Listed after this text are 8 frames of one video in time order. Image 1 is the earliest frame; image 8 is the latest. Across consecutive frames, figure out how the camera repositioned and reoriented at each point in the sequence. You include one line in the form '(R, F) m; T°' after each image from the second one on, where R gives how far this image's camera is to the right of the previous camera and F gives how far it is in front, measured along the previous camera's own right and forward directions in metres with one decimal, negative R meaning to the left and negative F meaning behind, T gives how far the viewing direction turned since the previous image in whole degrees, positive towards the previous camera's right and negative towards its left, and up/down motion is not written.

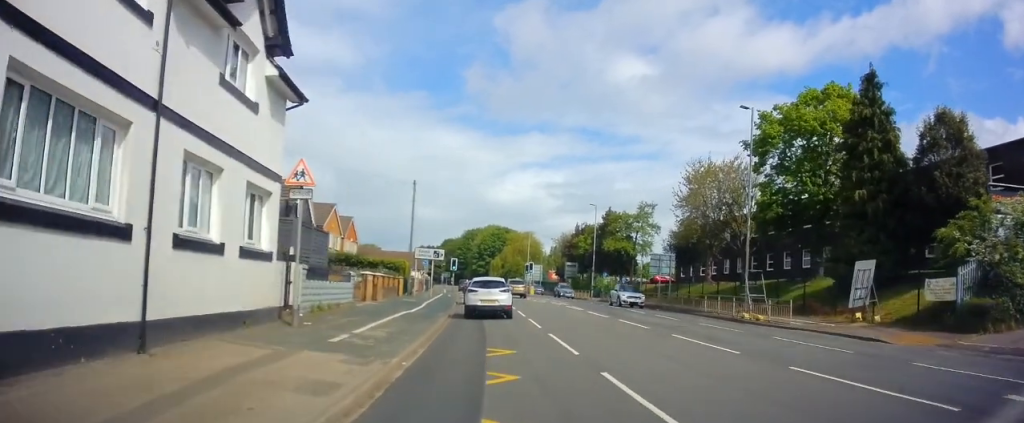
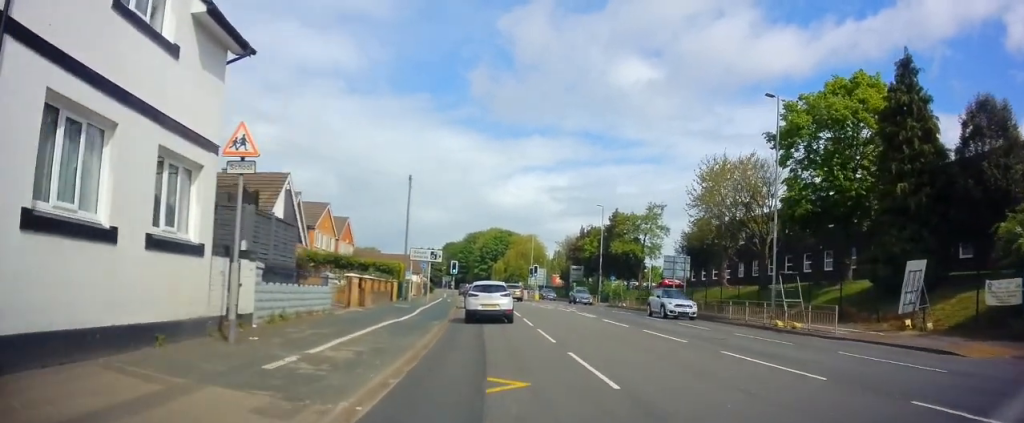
(0.0, +3.7) m; +1°
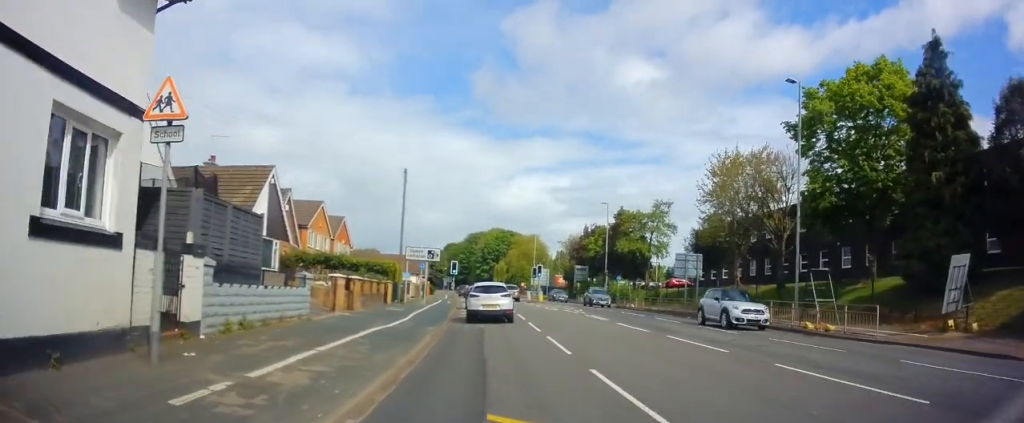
(0.0, +3.0) m; +3°
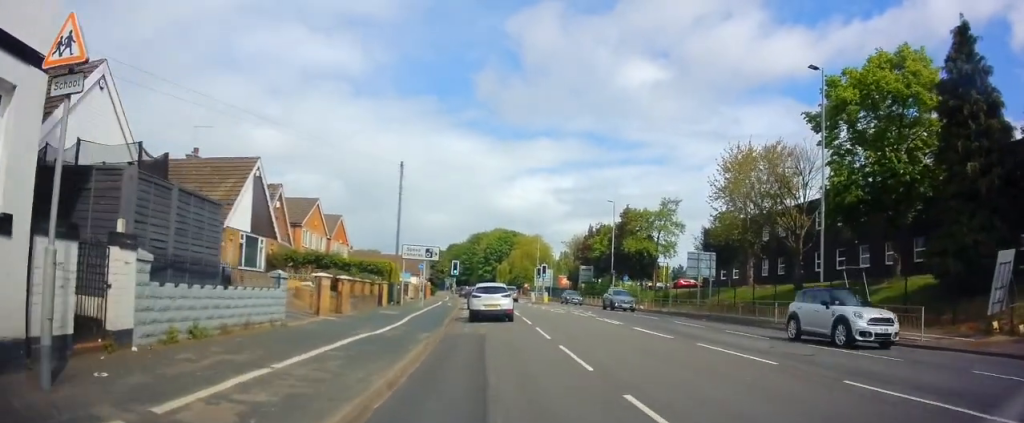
(+0.2, +2.5) m; 0°
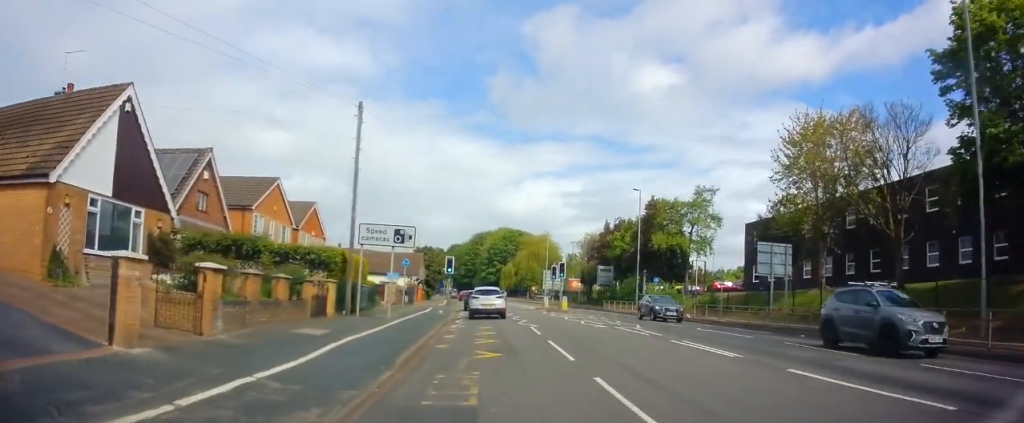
(-0.6, +10.2) m; -5°
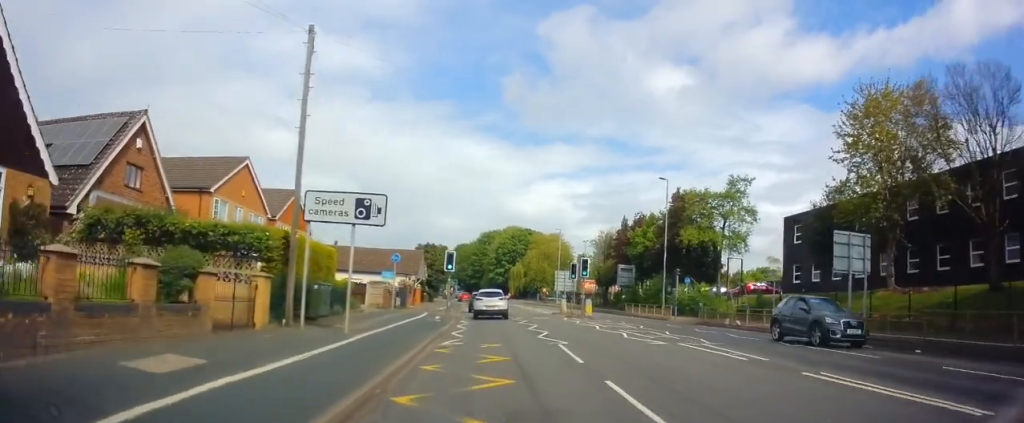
(+0.1, +6.3) m; -1°
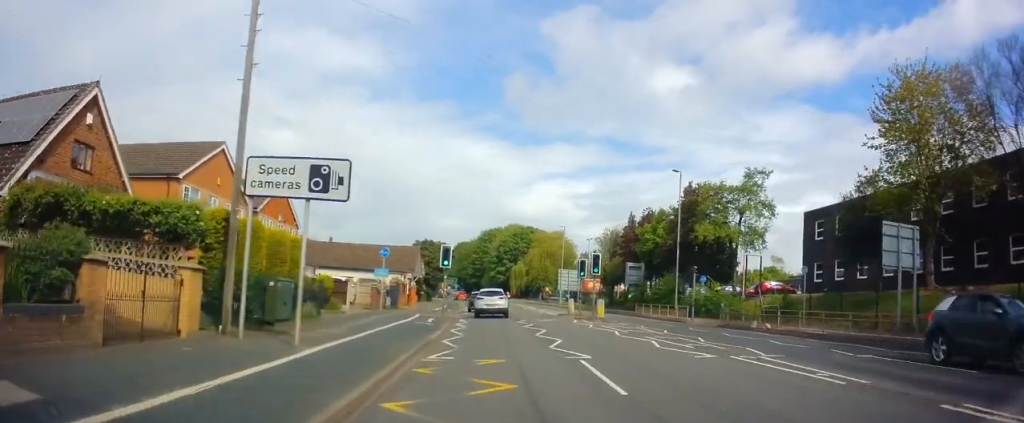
(+0.1, +3.2) m; -1°
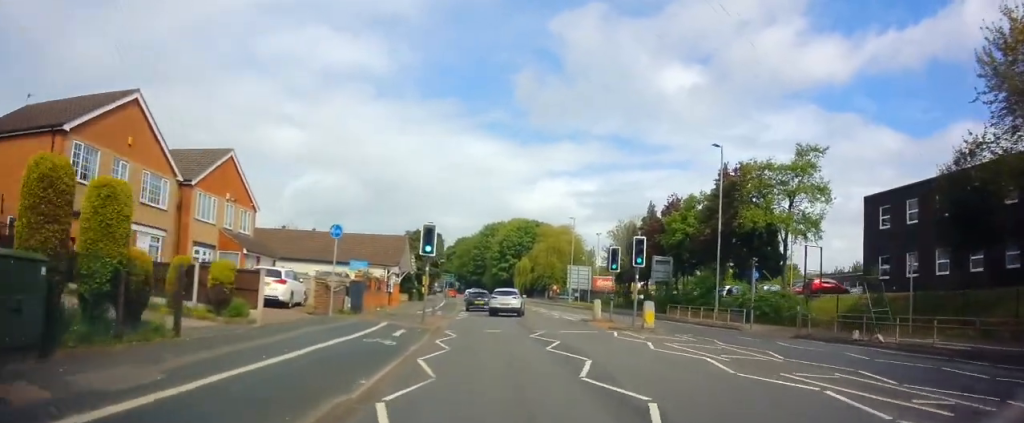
(-0.3, +8.3) m; -3°
